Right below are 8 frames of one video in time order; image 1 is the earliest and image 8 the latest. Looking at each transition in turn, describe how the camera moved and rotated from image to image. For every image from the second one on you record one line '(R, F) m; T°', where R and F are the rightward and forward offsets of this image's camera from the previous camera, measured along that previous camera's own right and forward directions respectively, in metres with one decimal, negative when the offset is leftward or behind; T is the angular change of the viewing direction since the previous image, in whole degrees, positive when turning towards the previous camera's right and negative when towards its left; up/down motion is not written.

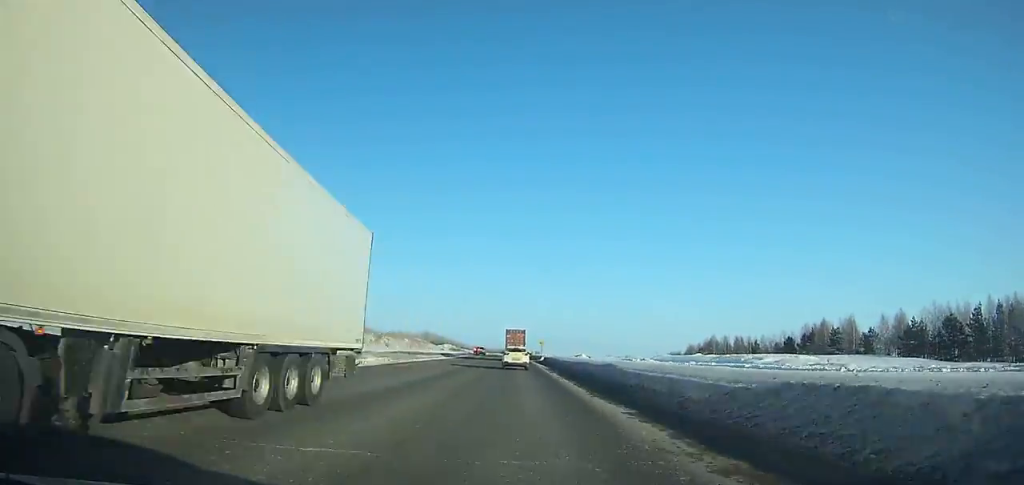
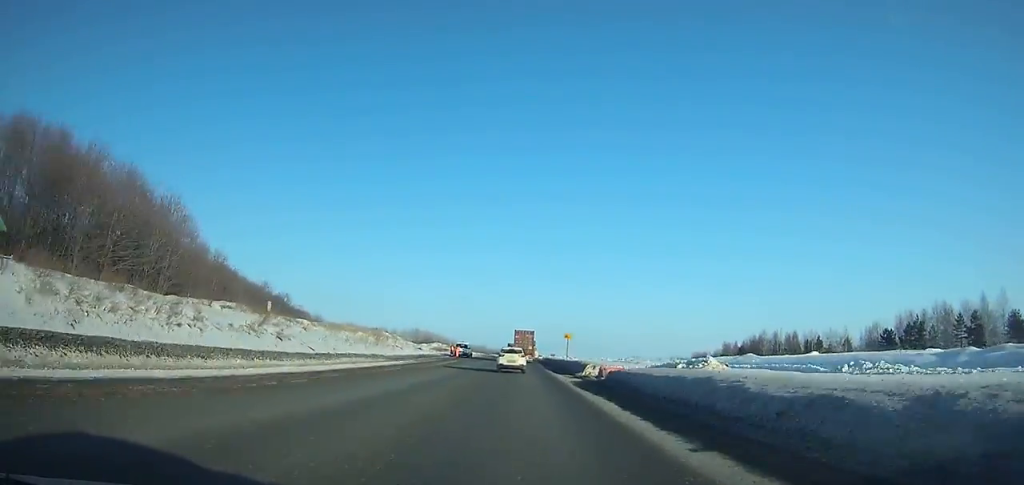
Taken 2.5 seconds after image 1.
(-0.1, +53.4) m; 0°
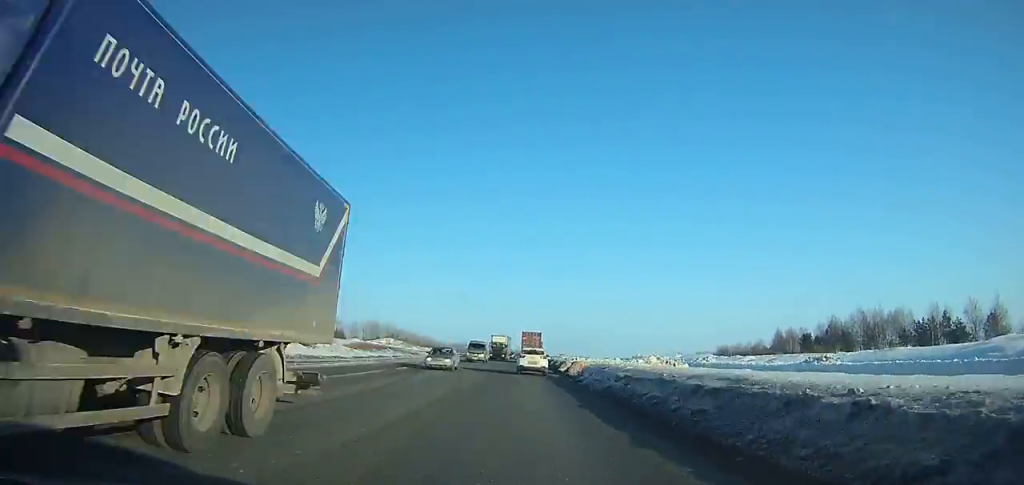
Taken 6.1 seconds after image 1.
(+0.5, +75.5) m; +1°
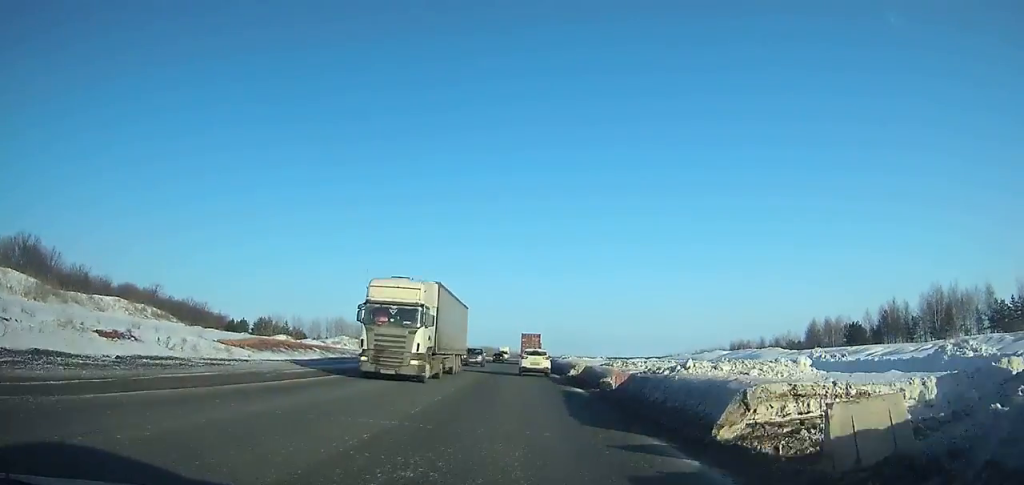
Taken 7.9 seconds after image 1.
(+0.3, +37.2) m; +1°
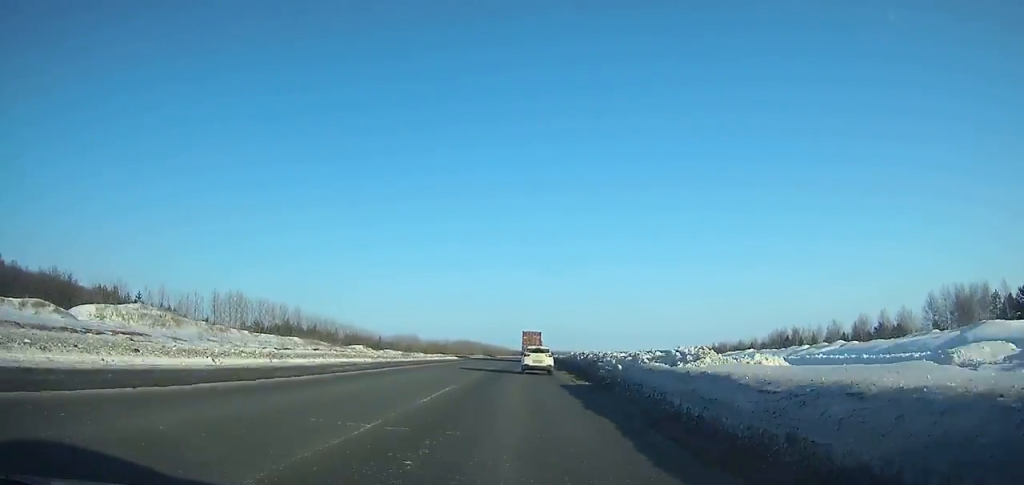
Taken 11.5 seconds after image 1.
(+0.9, +74.0) m; +2°
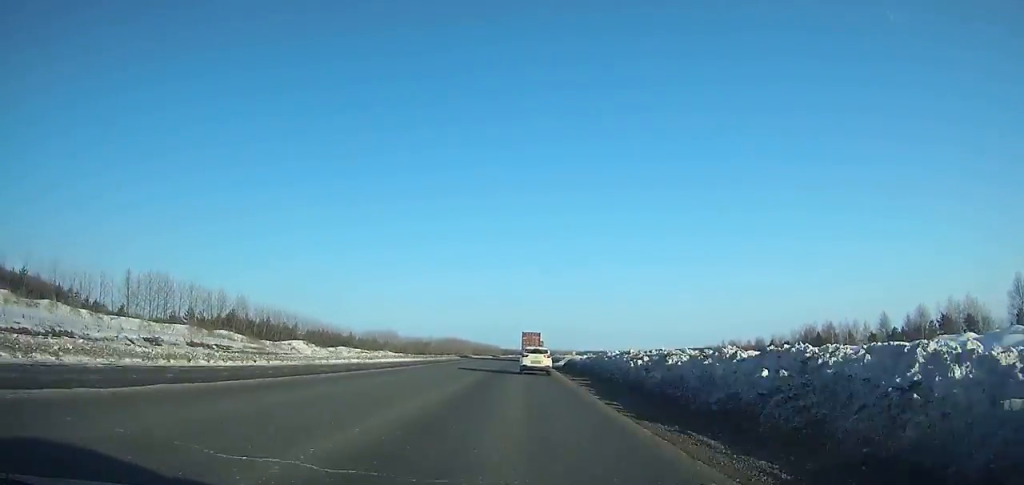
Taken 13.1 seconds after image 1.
(+0.3, +32.9) m; +1°
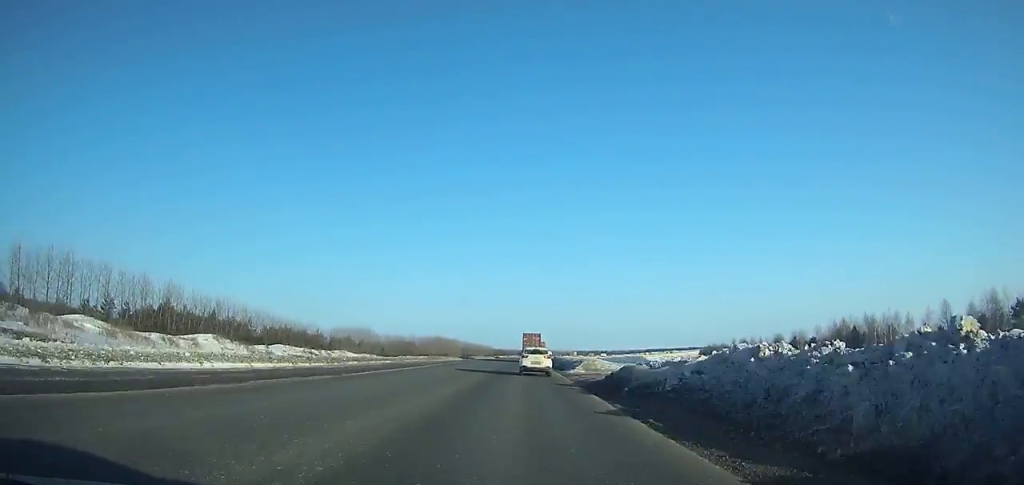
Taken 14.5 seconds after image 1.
(0.0, +28.8) m; +1°
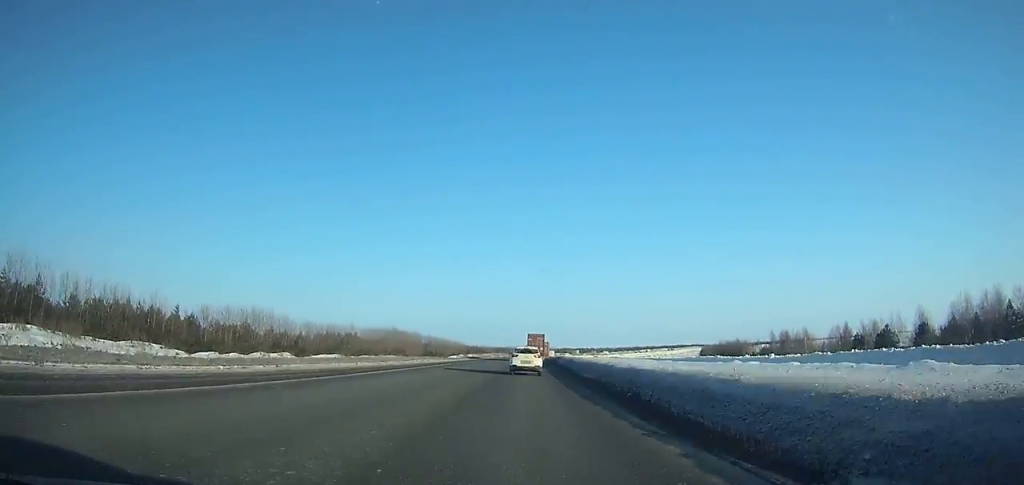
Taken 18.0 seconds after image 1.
(+1.4, +72.6) m; +2°
